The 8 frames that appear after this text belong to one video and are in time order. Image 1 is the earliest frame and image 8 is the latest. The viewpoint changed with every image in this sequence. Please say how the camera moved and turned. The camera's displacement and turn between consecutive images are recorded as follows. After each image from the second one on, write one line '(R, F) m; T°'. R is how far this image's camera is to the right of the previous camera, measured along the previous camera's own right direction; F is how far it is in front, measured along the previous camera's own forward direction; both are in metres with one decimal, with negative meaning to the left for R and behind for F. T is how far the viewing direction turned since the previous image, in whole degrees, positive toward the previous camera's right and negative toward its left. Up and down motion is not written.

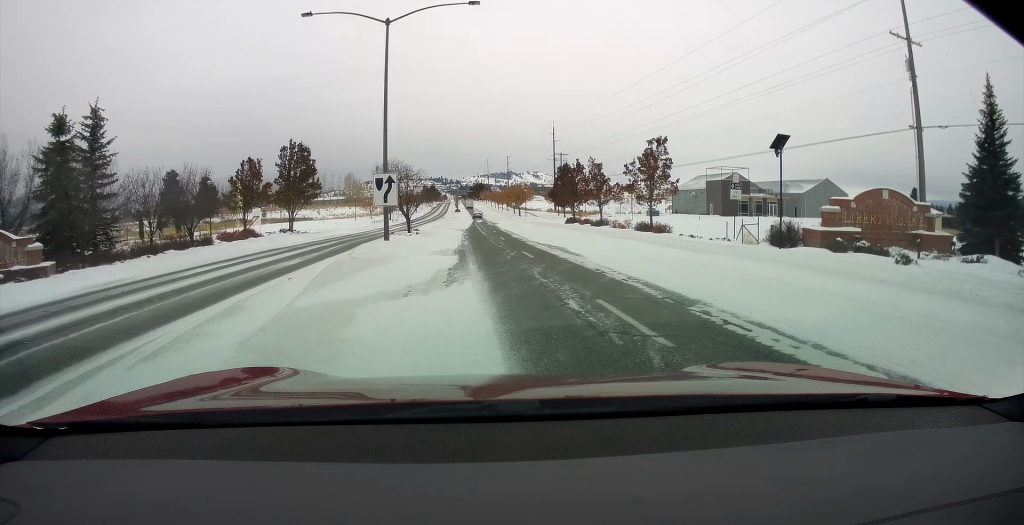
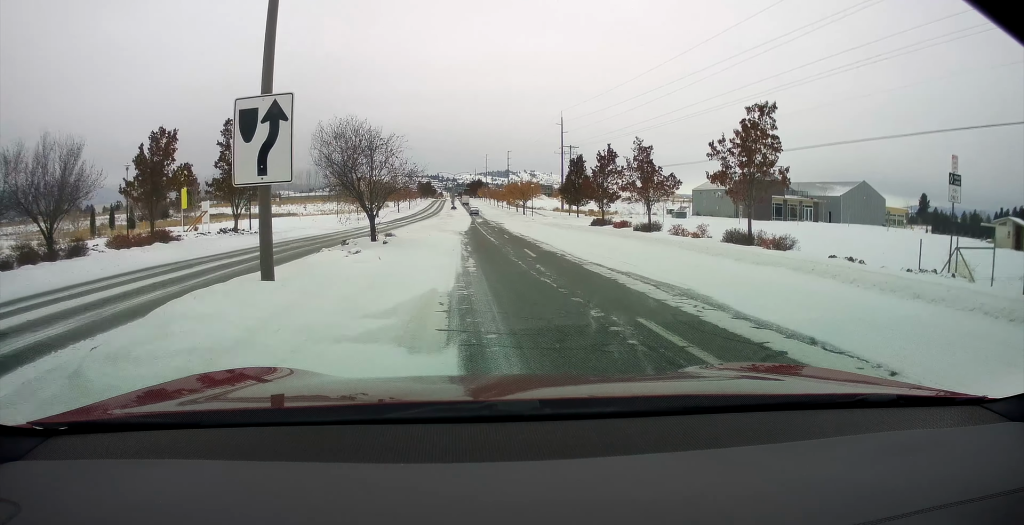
(+0.2, +14.1) m; +2°
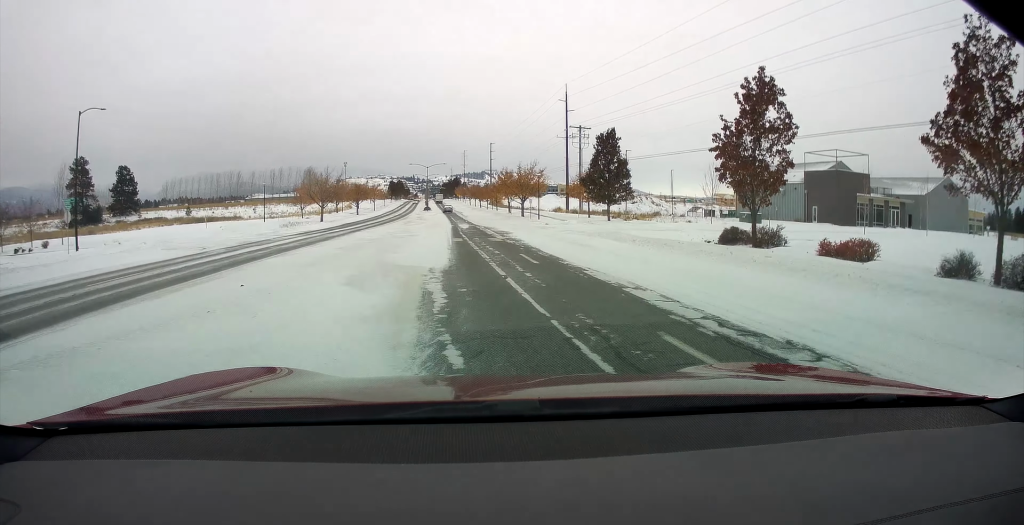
(+0.6, +28.0) m; +1°
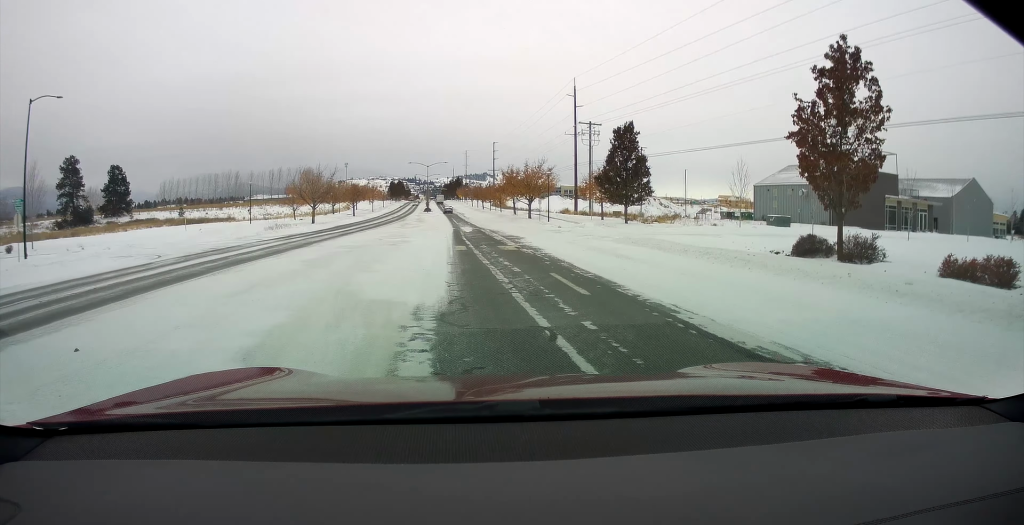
(0.0, +5.7) m; 0°
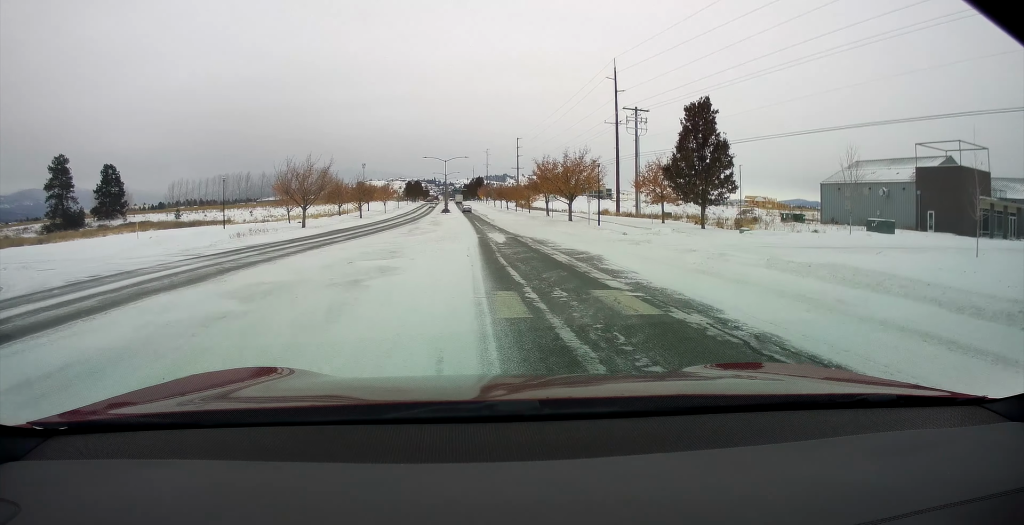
(0.0, +13.3) m; 0°
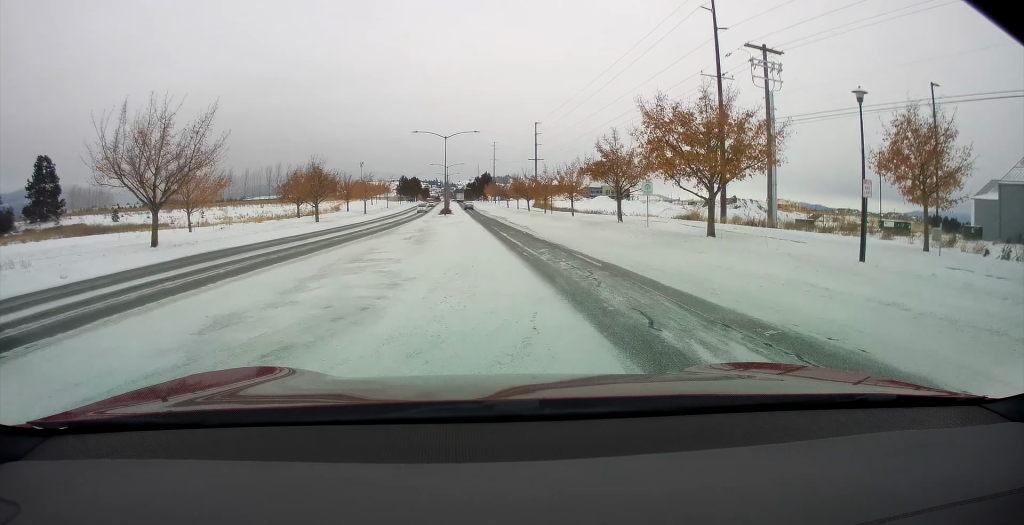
(0.0, +31.0) m; 0°
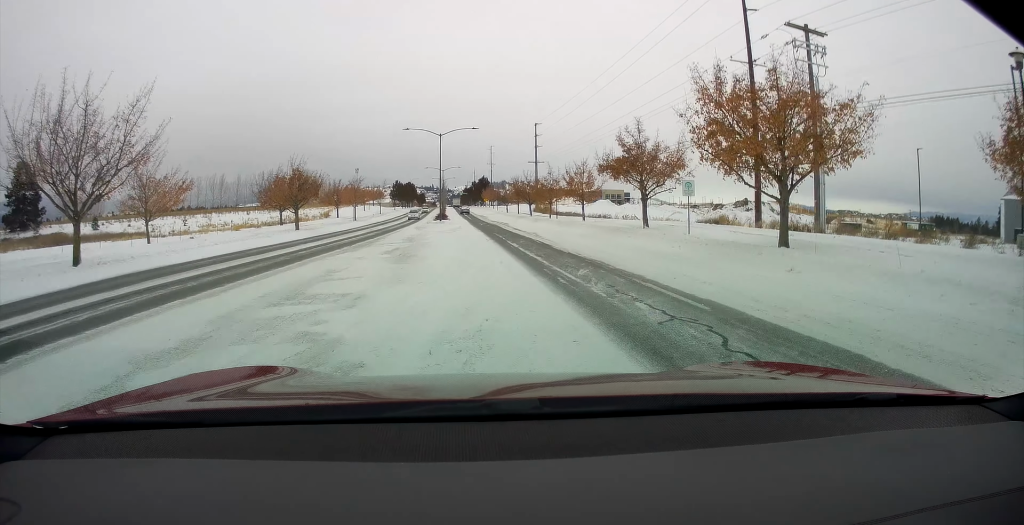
(0.0, +6.4) m; 0°
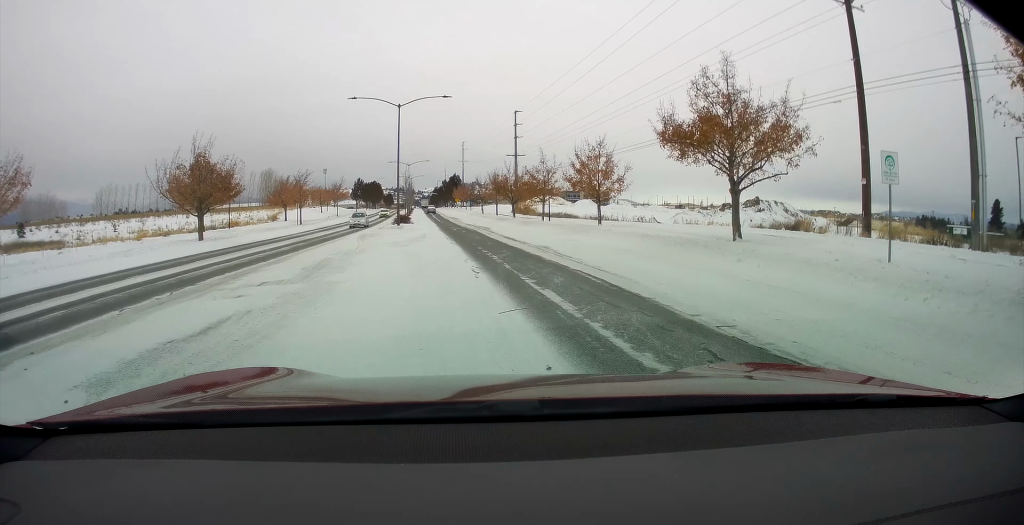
(0.0, +16.0) m; 0°
